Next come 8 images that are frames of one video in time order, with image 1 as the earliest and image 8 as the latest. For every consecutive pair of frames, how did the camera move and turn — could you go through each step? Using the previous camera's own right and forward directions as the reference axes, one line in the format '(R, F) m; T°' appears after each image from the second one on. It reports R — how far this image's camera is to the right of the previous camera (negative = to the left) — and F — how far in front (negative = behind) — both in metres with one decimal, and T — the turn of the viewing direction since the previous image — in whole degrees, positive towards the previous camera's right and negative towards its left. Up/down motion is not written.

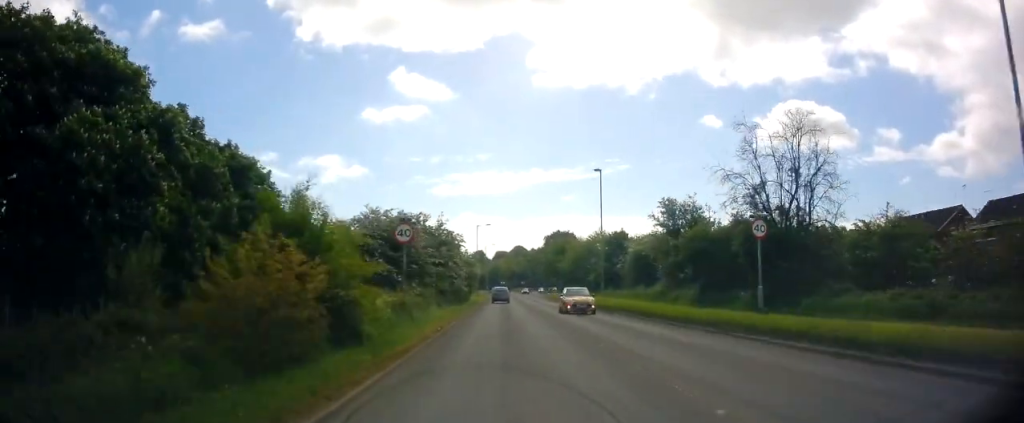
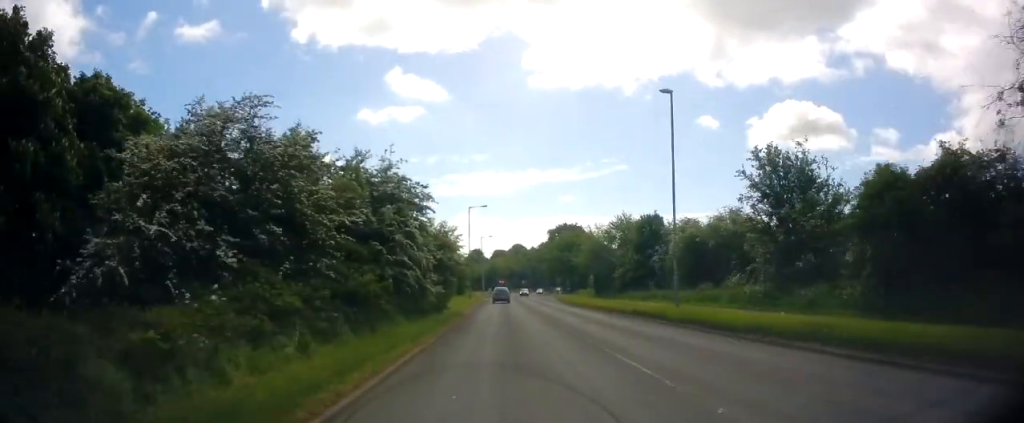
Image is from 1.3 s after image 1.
(+0.5, +18.2) m; +2°
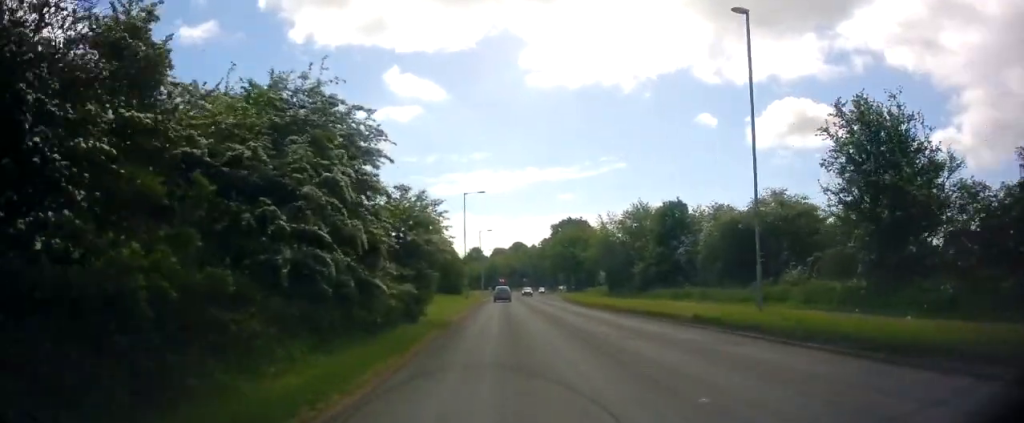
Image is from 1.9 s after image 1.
(0.0, +8.4) m; -1°
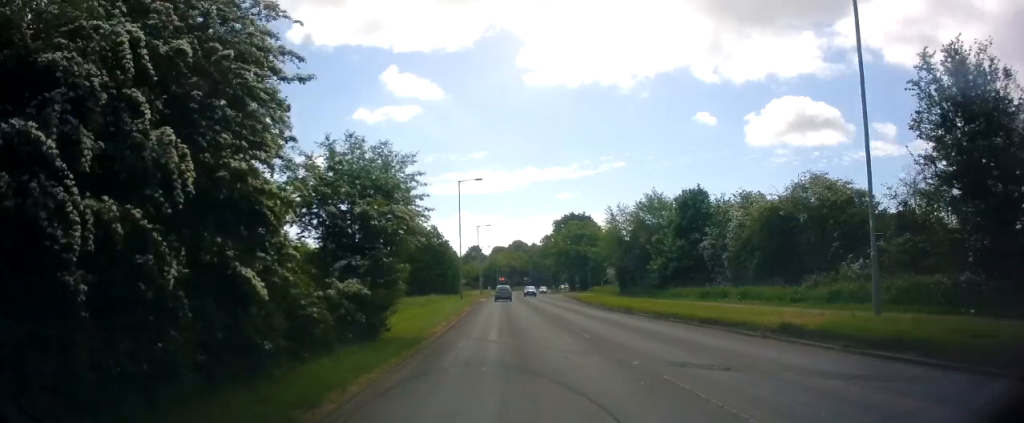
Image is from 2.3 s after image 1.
(-0.2, +6.0) m; -1°
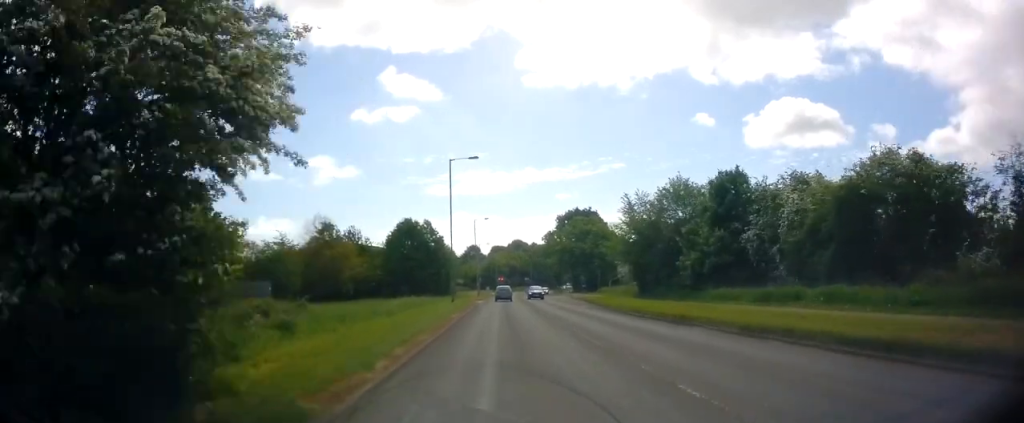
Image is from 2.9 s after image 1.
(-0.1, +8.2) m; 0°
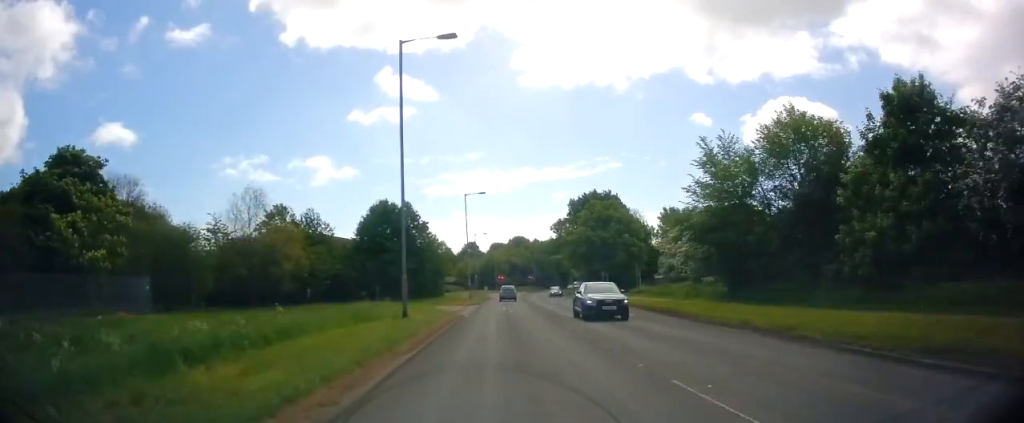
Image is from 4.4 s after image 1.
(+0.8, +20.0) m; +1°
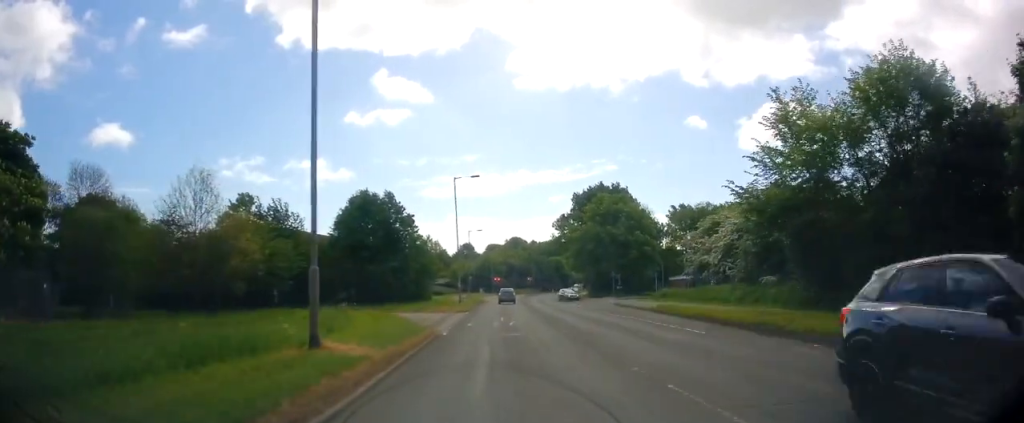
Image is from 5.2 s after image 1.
(-0.3, +9.2) m; 0°
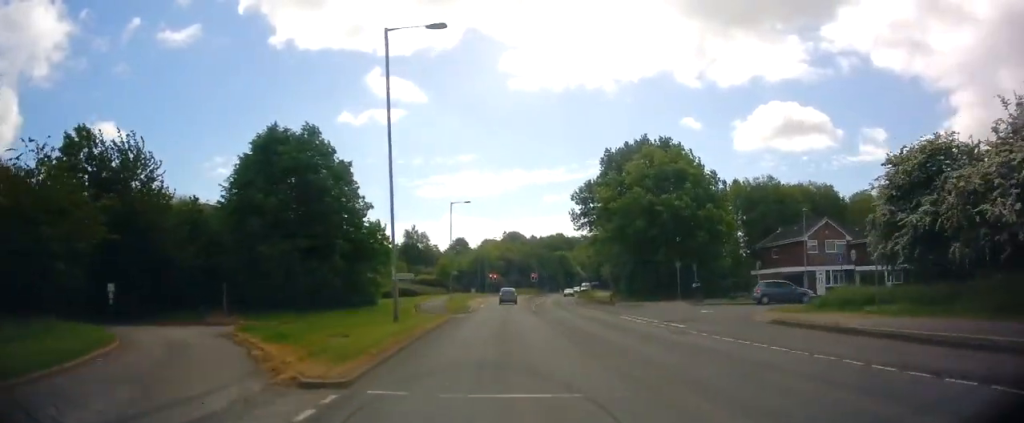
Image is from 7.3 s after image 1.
(-0.1, +26.4) m; -1°
